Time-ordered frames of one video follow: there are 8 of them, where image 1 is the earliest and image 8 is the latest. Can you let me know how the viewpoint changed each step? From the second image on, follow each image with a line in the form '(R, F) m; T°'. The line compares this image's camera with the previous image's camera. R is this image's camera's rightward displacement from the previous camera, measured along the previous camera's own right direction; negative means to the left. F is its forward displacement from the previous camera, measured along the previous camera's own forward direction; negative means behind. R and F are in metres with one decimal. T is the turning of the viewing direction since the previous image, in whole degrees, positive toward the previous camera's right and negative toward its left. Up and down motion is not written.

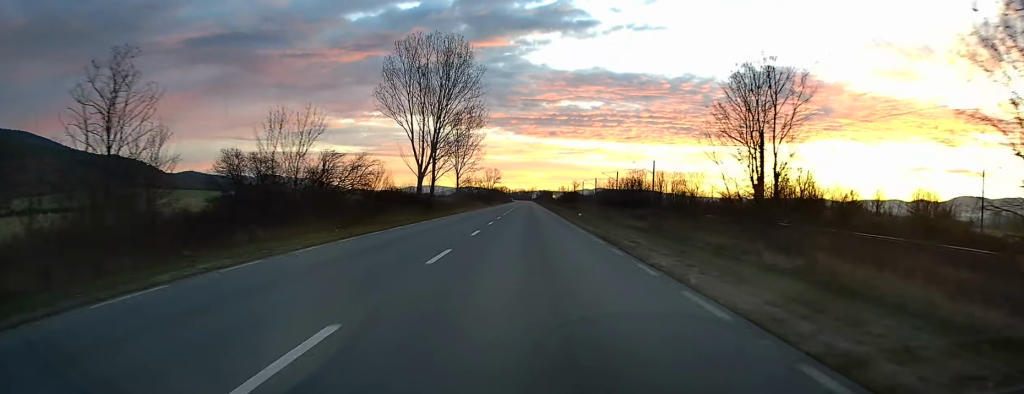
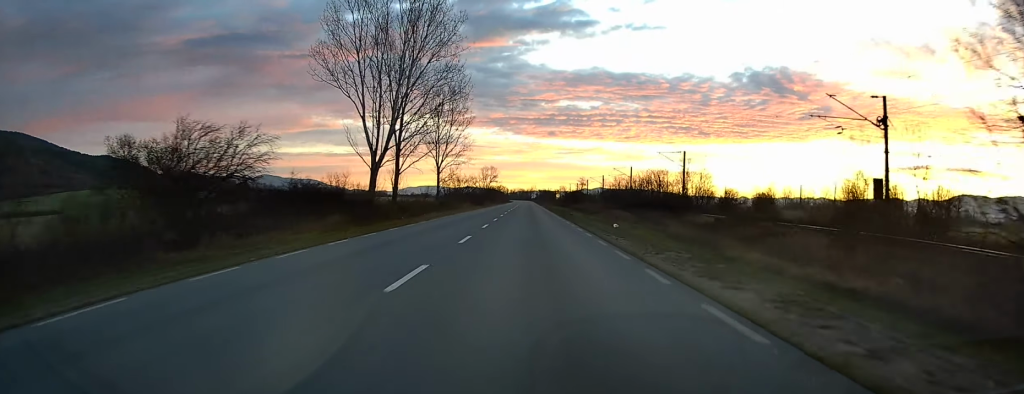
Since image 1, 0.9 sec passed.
(0.0, +21.3) m; 0°
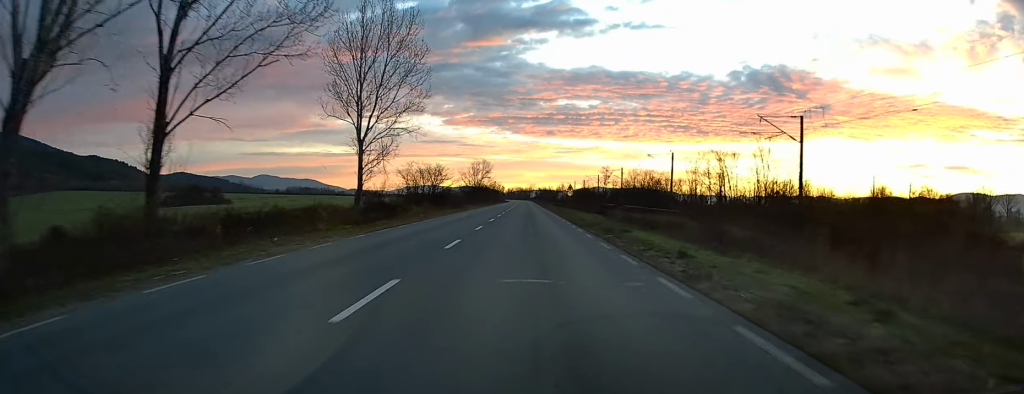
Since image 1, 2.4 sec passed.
(0.0, +37.8) m; 0°
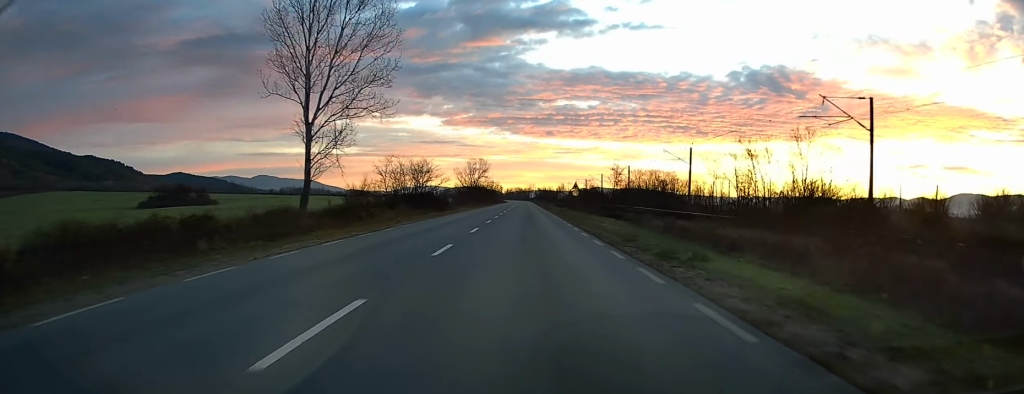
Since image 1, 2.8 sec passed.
(0.0, +10.7) m; 0°
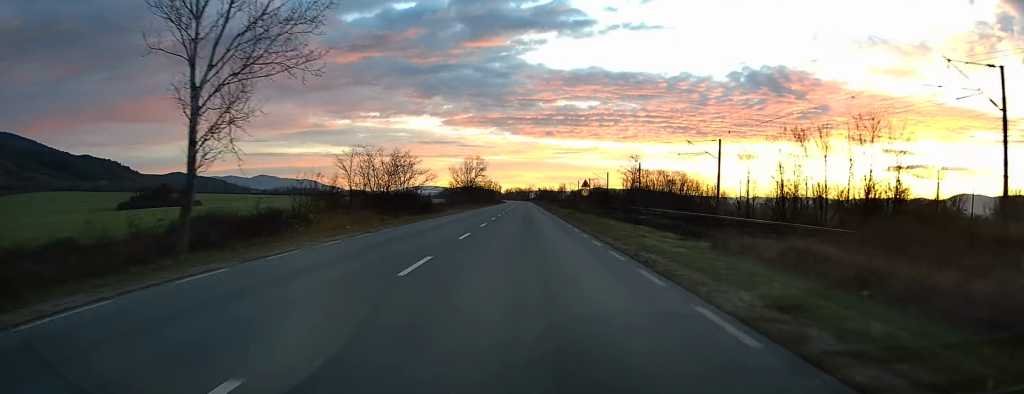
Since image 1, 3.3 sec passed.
(0.0, +12.4) m; 0°
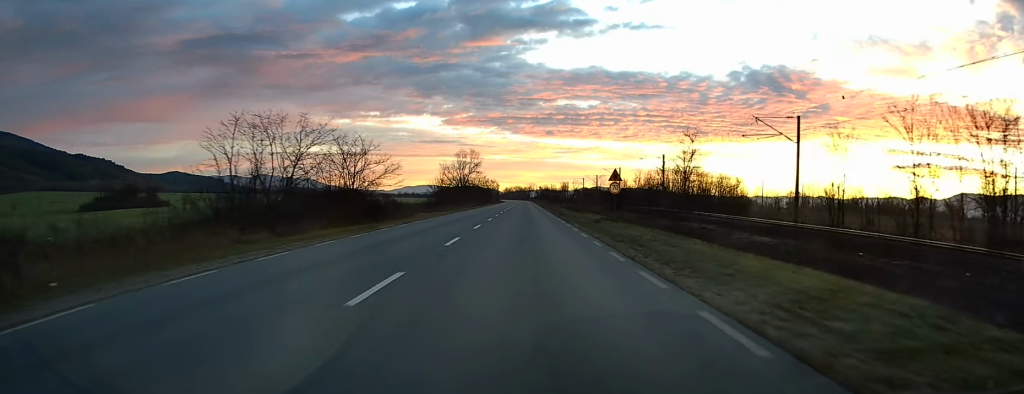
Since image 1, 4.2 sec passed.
(0.0, +20.7) m; +1°
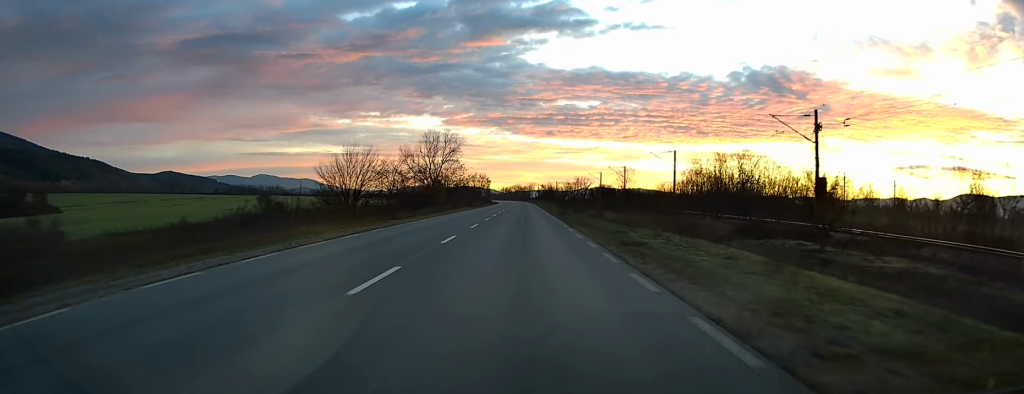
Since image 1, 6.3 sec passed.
(0.0, +53.0) m; -1°
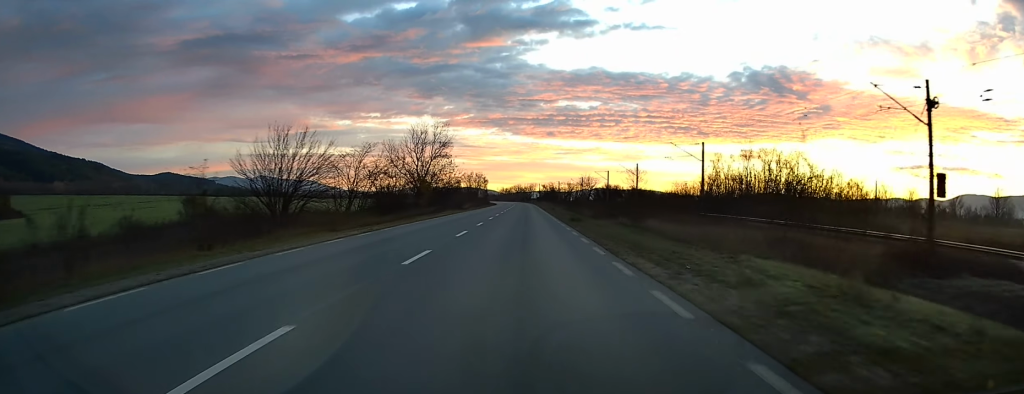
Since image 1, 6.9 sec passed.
(0.0, +14.1) m; +1°
